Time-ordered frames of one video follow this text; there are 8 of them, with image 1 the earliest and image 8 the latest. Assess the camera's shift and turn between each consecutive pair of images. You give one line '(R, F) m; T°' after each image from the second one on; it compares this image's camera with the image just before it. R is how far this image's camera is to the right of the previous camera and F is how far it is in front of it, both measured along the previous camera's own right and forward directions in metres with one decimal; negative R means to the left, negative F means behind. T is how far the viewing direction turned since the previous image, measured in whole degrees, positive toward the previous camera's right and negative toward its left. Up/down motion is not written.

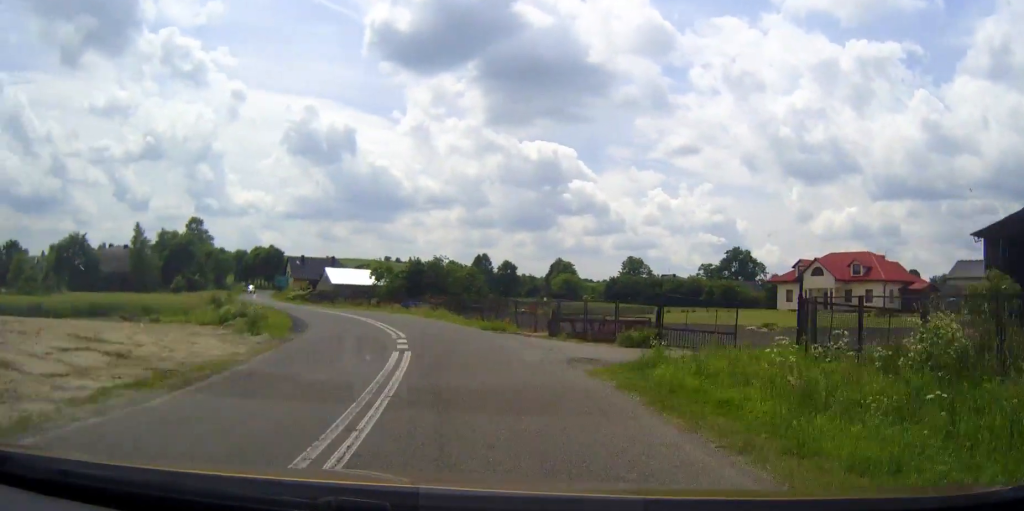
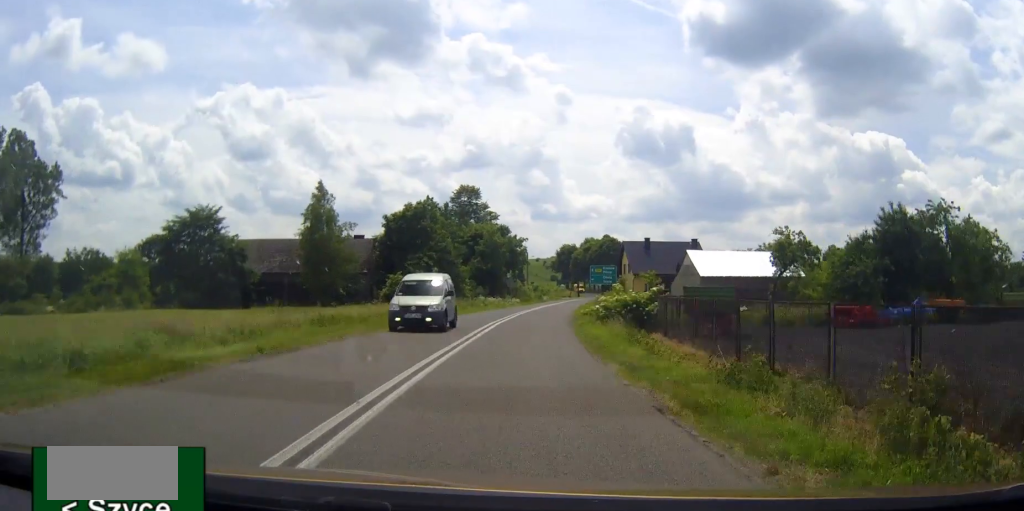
(-11.6, +62.1) m; -13°
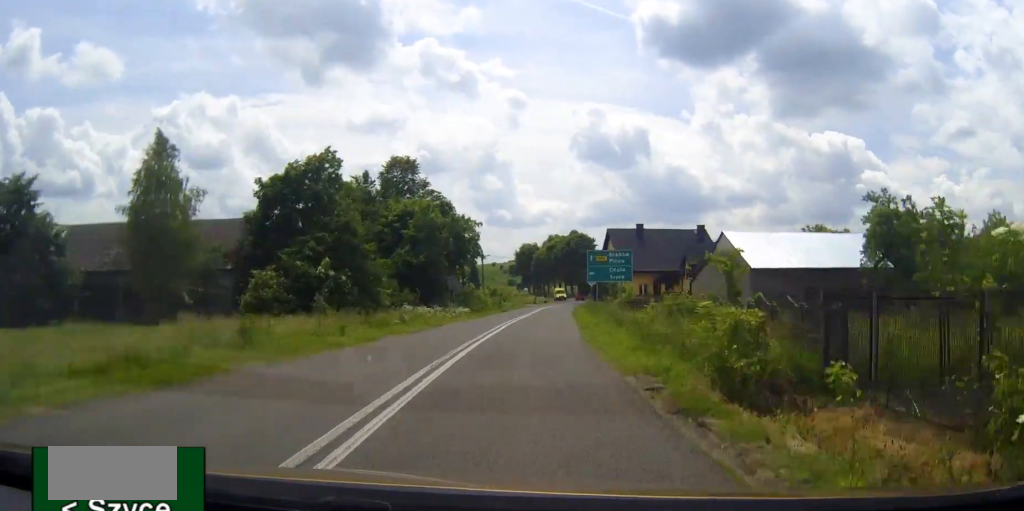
(-0.4, +29.1) m; 0°
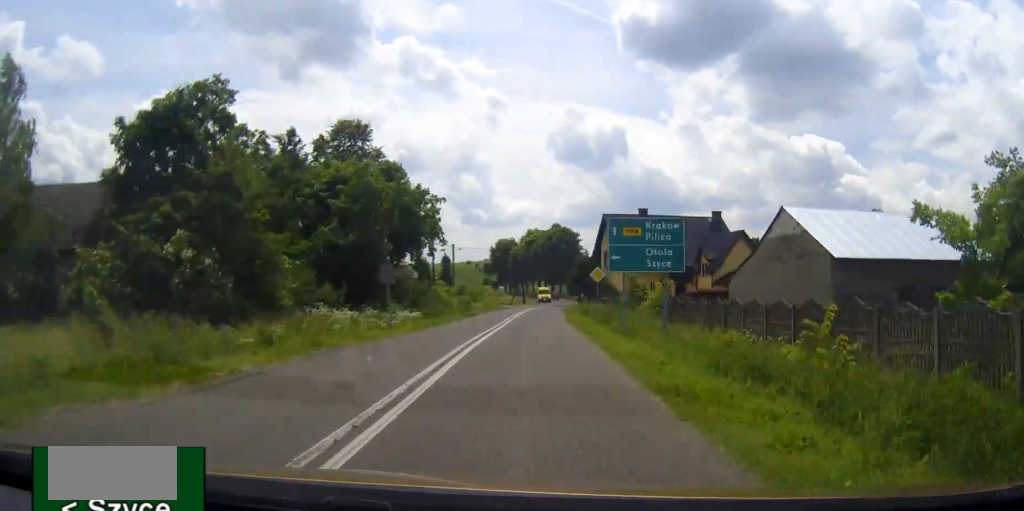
(+0.2, +17.2) m; +1°
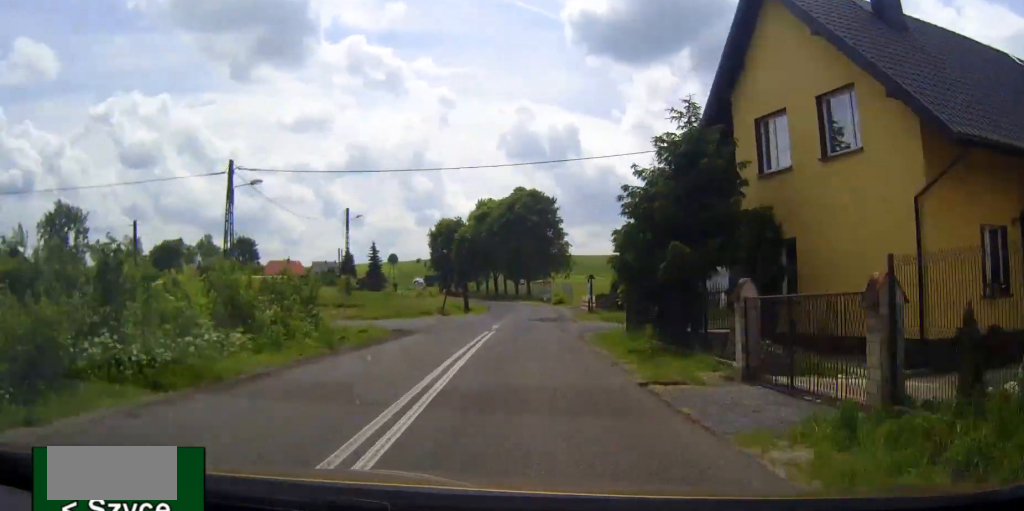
(+1.9, +57.0) m; +3°
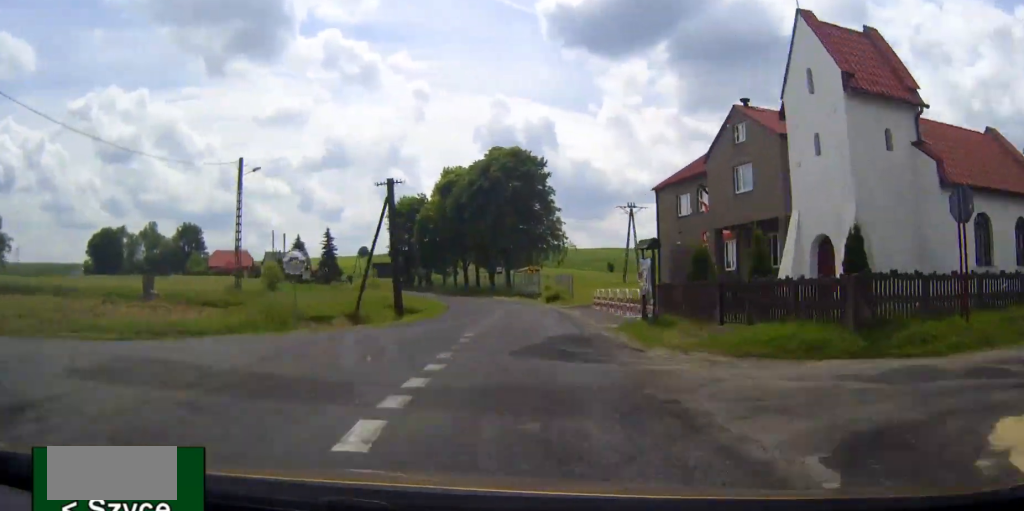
(+0.6, +26.4) m; 0°
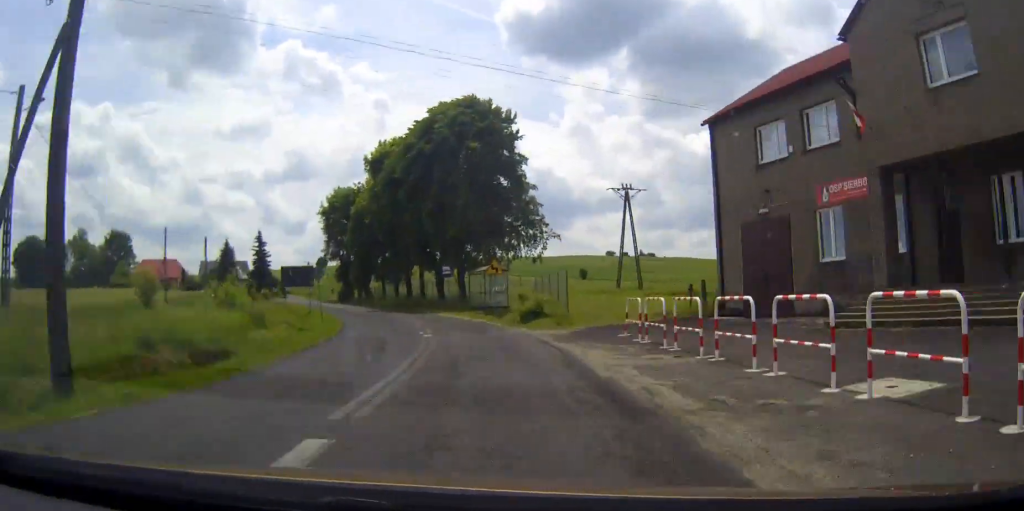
(-0.4, +23.5) m; -3°
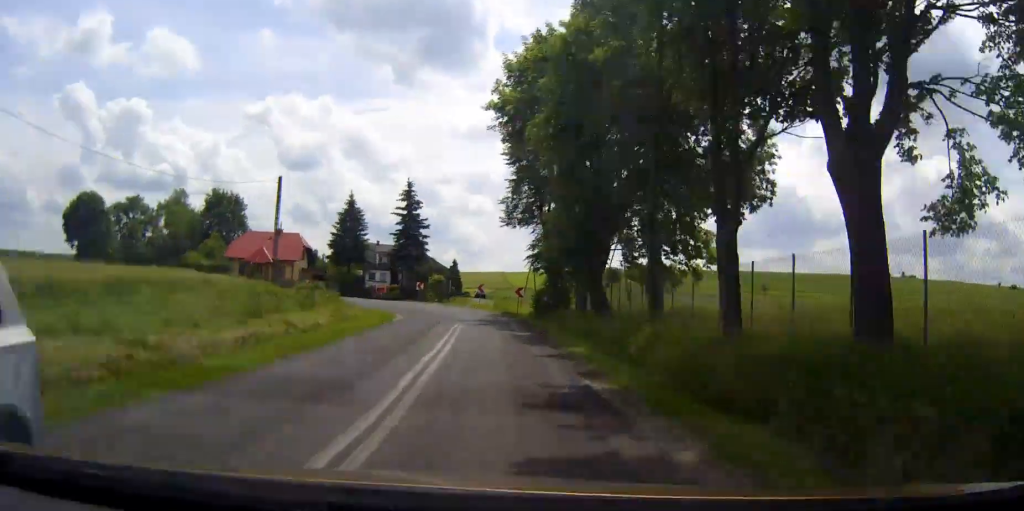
(-5.9, +59.2) m; -13°
